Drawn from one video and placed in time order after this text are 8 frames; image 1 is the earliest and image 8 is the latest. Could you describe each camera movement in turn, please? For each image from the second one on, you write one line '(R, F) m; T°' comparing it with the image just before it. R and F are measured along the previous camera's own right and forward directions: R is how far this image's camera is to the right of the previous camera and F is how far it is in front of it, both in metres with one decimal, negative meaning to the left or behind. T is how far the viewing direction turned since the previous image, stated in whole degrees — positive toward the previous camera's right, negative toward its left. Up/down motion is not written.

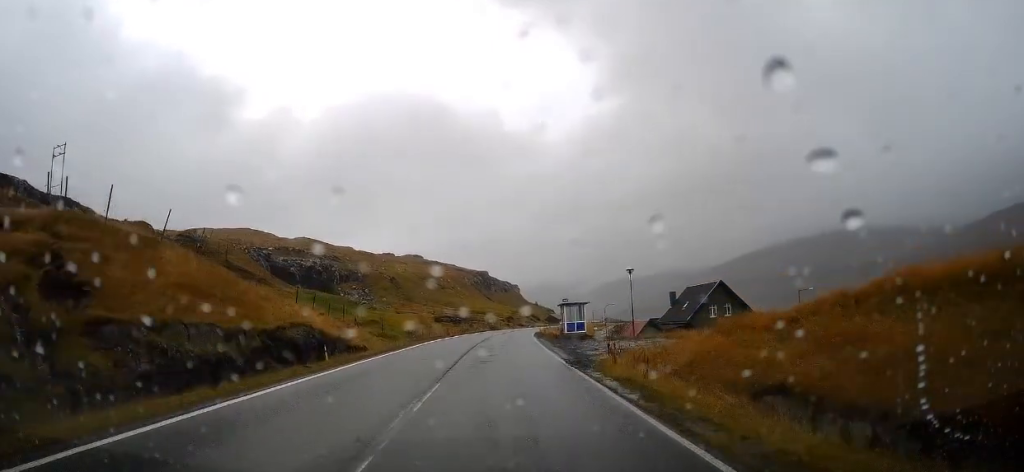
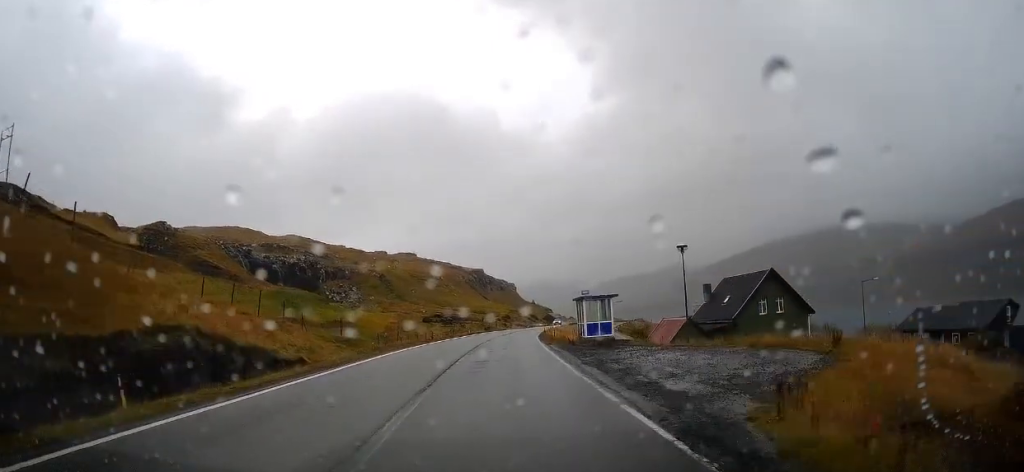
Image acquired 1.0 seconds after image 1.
(-0.1, +11.4) m; -1°
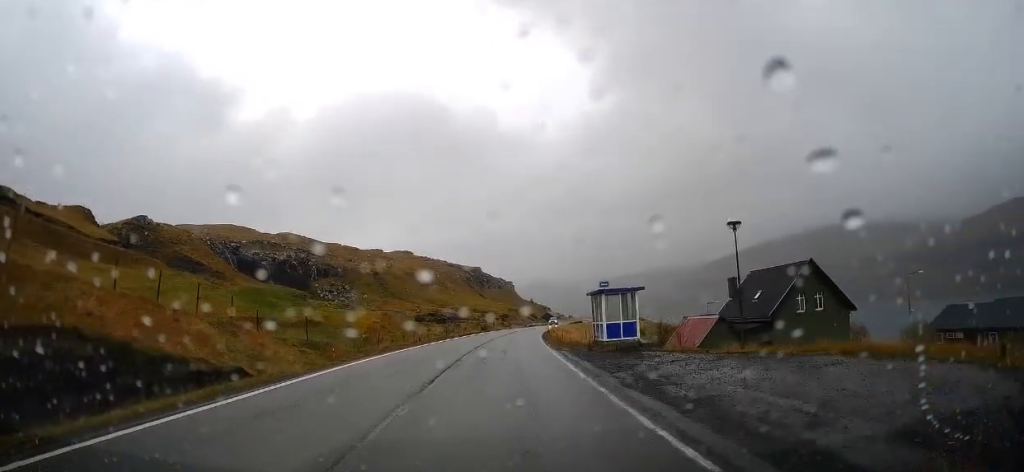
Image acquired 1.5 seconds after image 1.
(0.0, +6.1) m; 0°
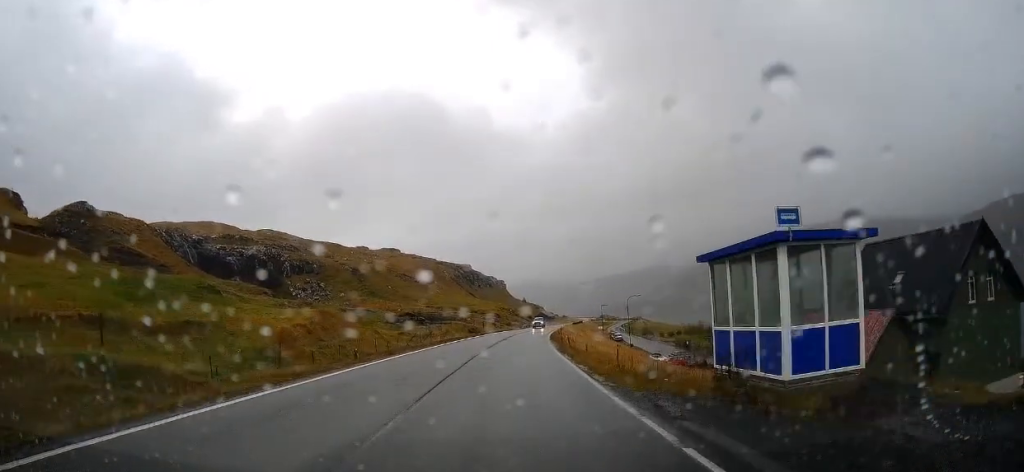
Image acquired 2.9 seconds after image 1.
(+0.1, +16.3) m; 0°
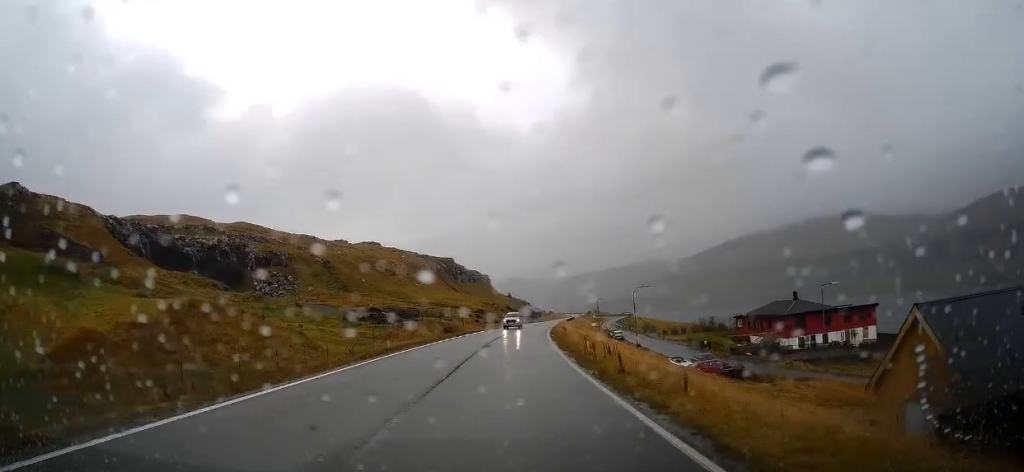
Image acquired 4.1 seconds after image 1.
(-0.1, +13.8) m; +1°
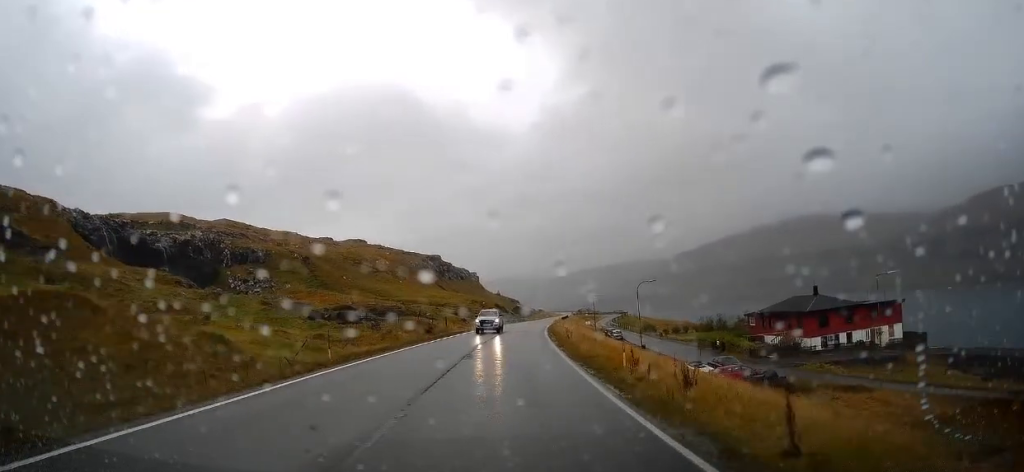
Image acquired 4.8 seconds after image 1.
(+0.2, +8.0) m; 0°
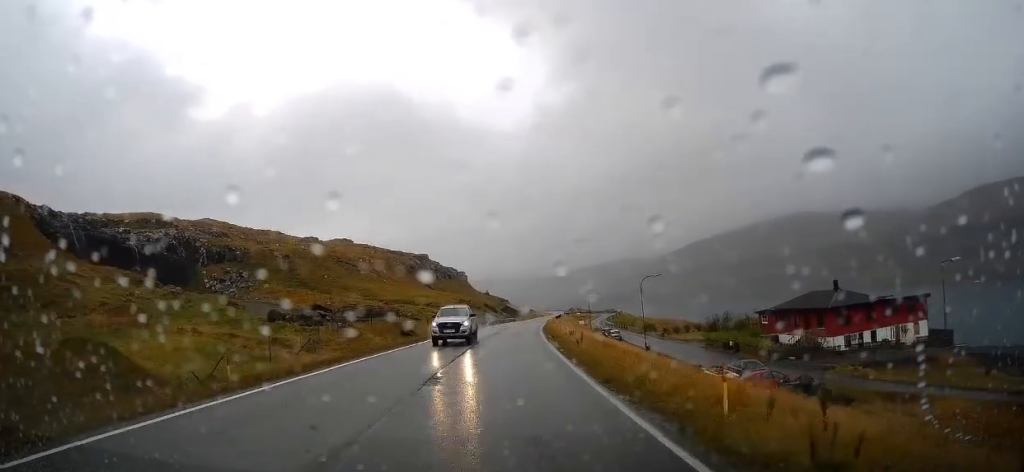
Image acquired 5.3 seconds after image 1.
(+0.1, +6.9) m; 0°
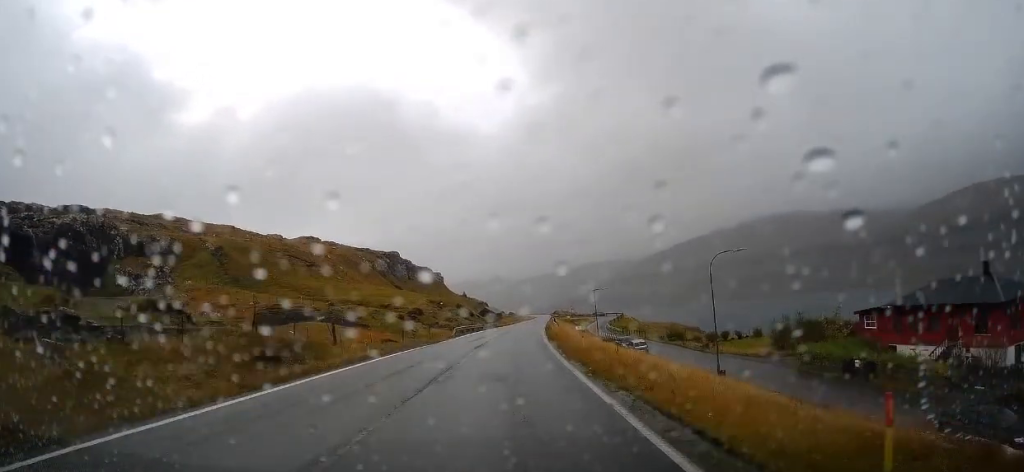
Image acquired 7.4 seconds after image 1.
(+0.6, +26.1) m; +4°
